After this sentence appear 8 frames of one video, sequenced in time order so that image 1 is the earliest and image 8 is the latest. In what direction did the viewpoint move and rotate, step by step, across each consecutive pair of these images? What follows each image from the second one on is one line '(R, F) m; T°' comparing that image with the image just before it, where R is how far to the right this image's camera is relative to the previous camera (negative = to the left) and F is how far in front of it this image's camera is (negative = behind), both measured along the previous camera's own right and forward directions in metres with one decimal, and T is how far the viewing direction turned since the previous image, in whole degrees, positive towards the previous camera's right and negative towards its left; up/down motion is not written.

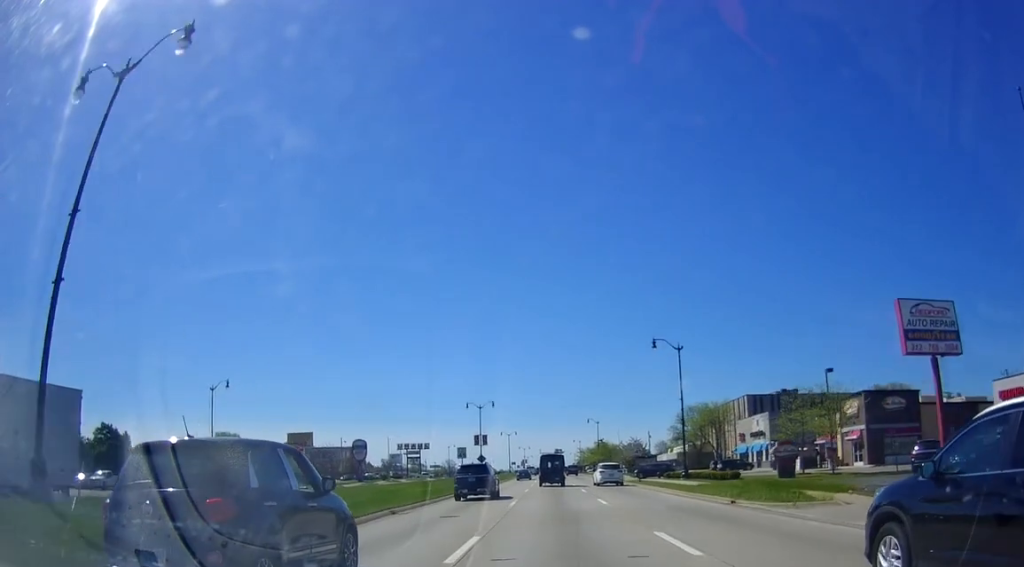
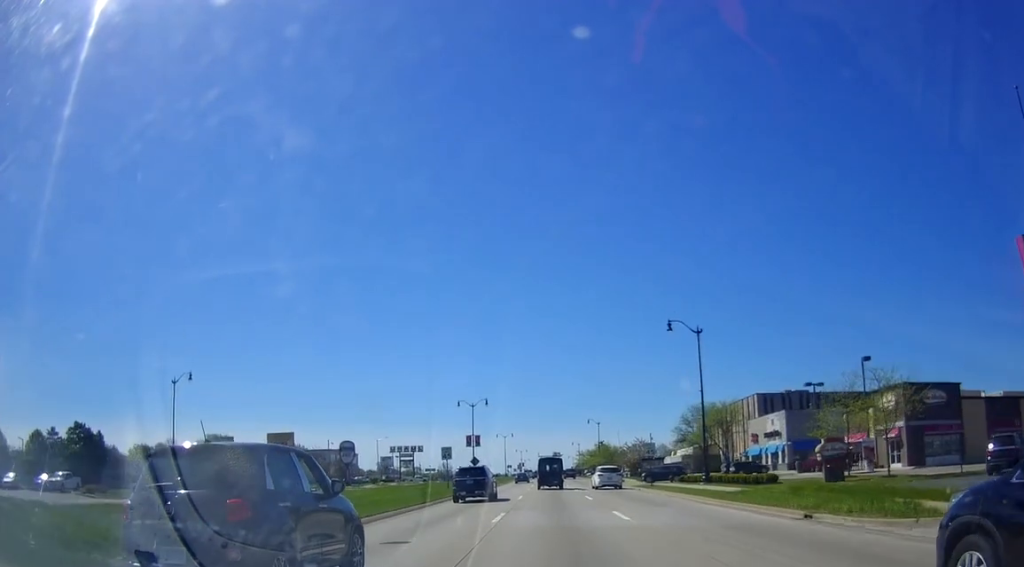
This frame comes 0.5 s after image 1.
(-0.2, +6.9) m; 0°
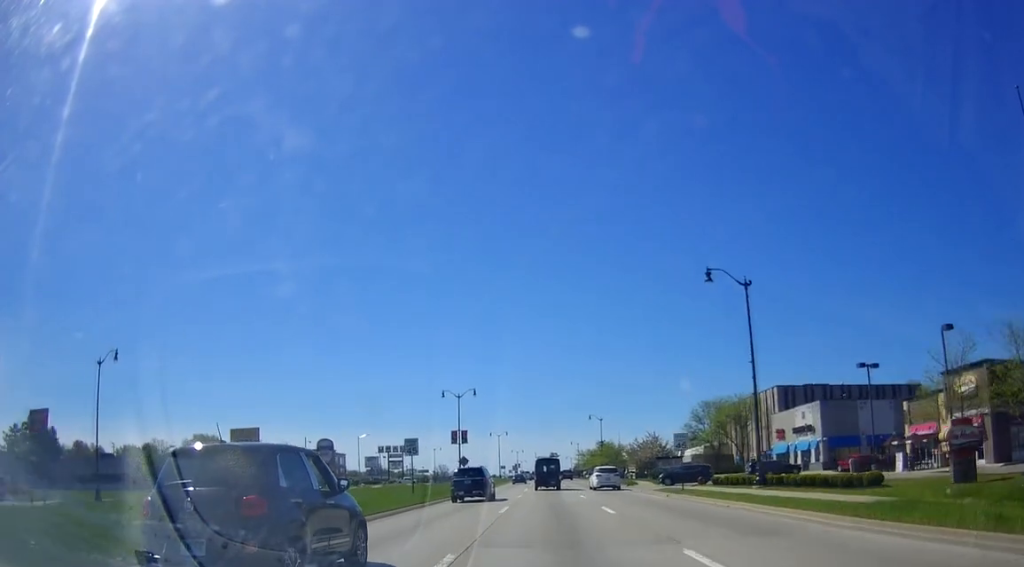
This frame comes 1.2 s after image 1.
(+0.2, +11.3) m; -1°
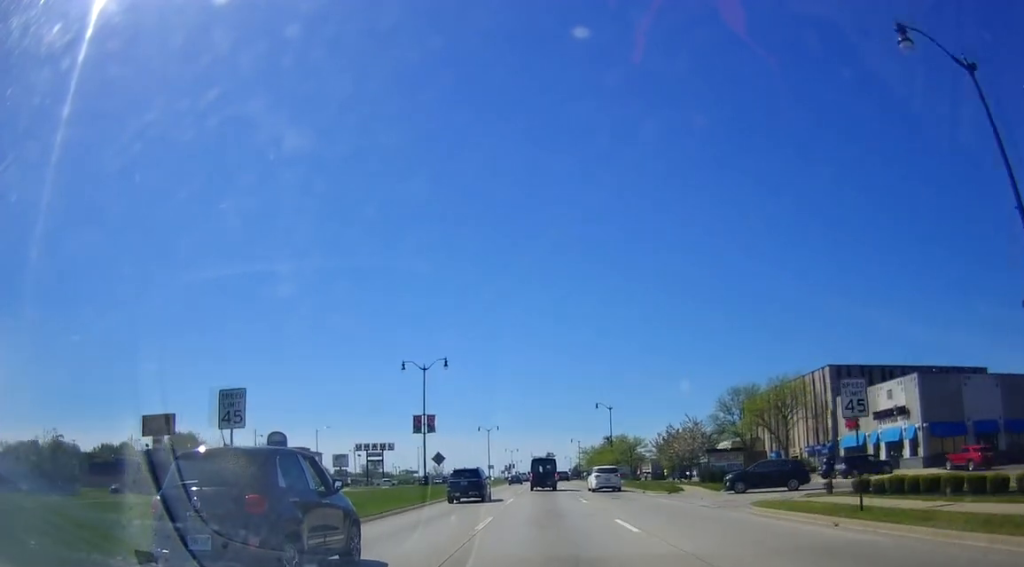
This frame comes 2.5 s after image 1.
(-0.6, +20.0) m; 0°
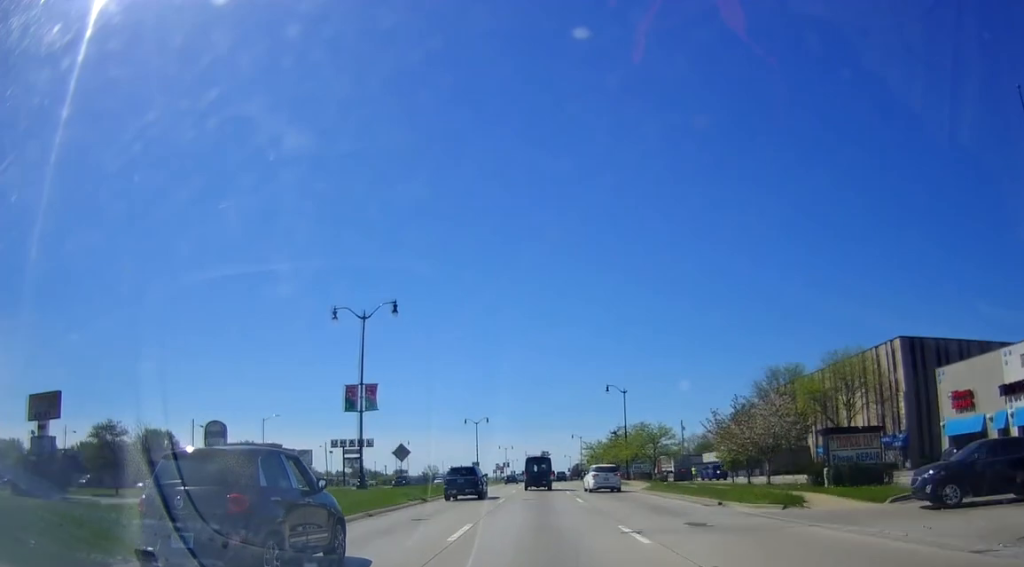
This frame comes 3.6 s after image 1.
(+0.9, +18.7) m; +2°
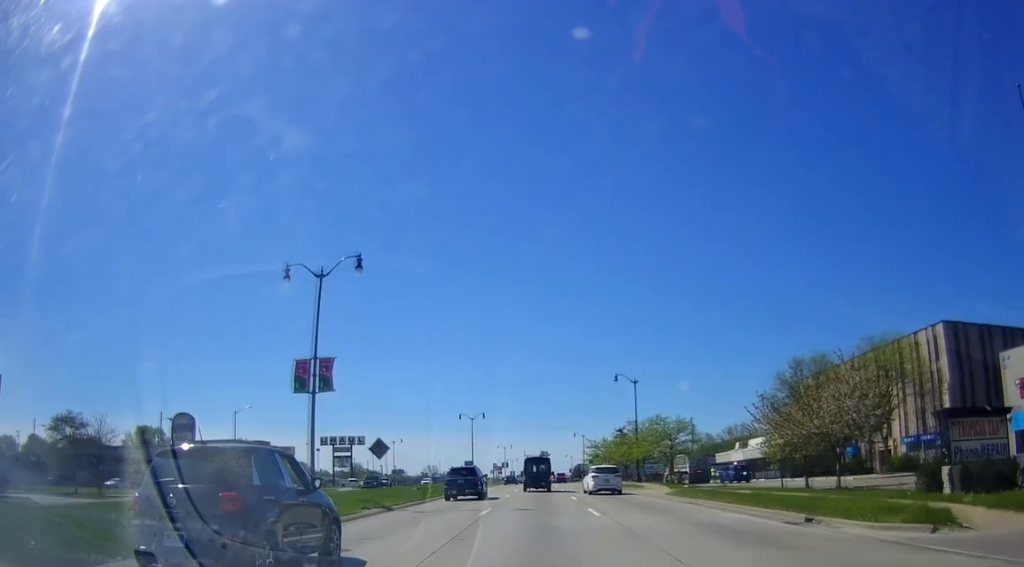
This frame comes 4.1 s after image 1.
(0.0, +8.2) m; -1°
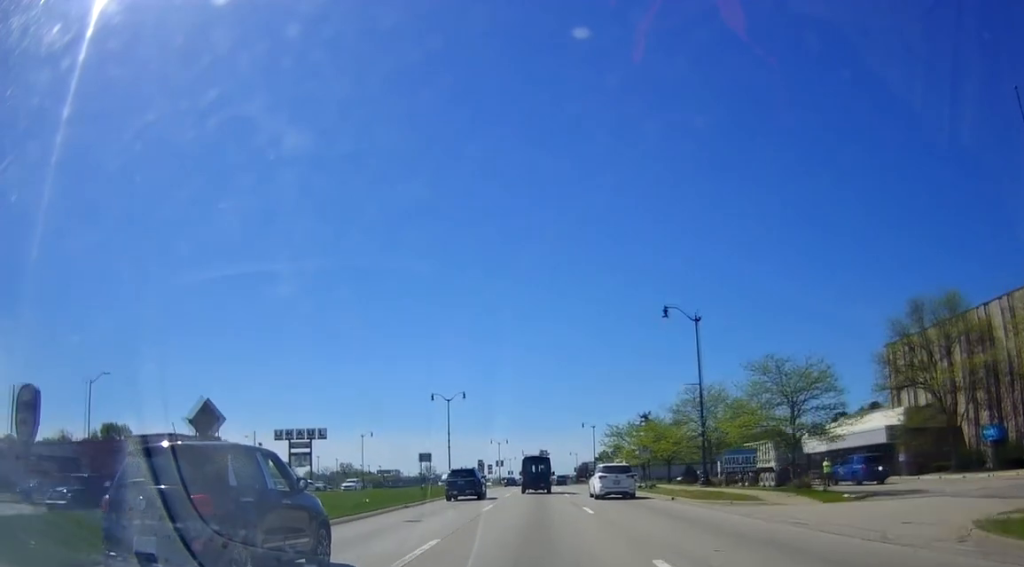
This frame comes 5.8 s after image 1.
(-0.5, +27.7) m; -1°
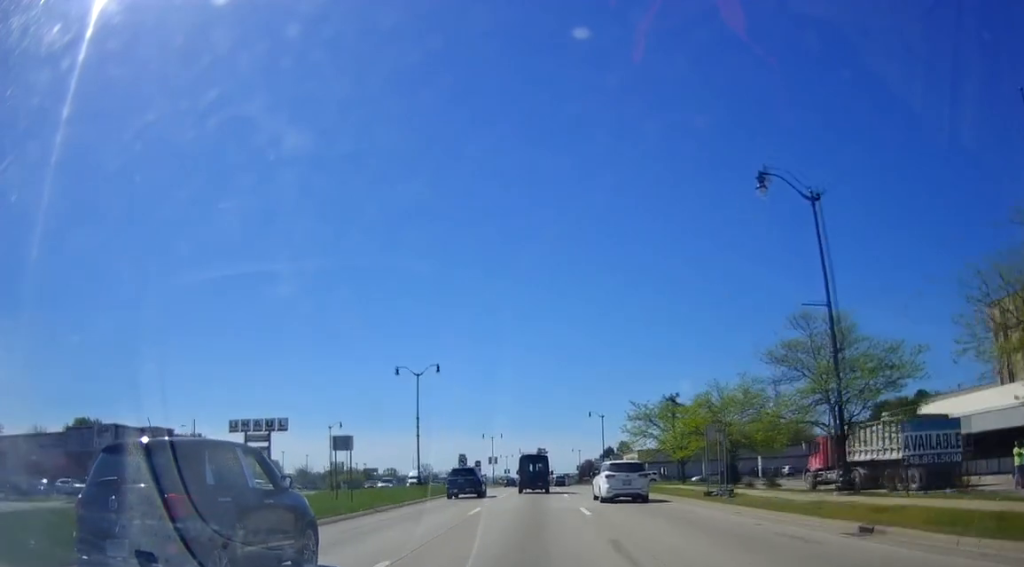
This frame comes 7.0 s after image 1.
(+0.1, +20.1) m; 0°
